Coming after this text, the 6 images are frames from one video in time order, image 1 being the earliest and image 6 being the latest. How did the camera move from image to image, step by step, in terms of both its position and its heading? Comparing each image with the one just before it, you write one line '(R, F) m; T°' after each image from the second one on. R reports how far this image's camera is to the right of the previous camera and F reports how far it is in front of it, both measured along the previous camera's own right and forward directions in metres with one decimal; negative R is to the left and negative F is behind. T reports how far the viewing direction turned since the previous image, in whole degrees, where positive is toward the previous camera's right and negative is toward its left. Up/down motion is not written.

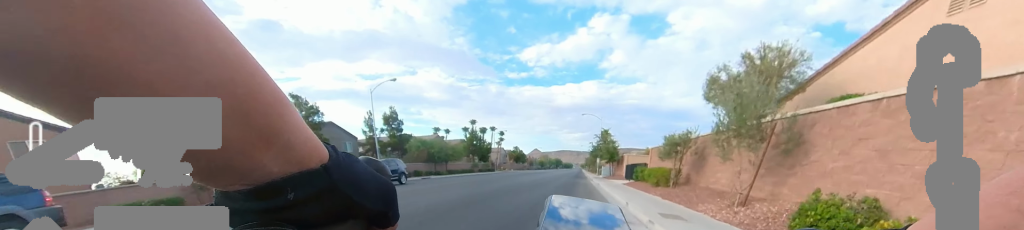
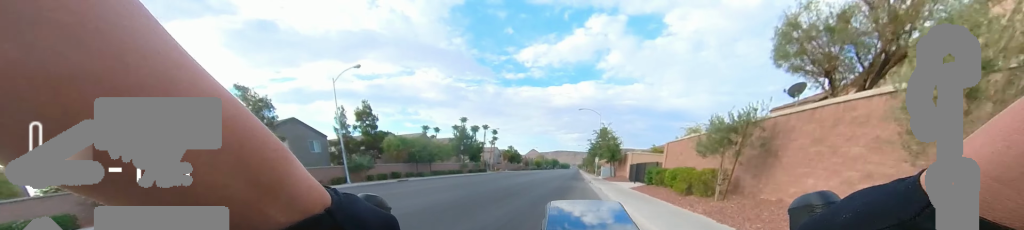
(0.0, +4.7) m; 0°
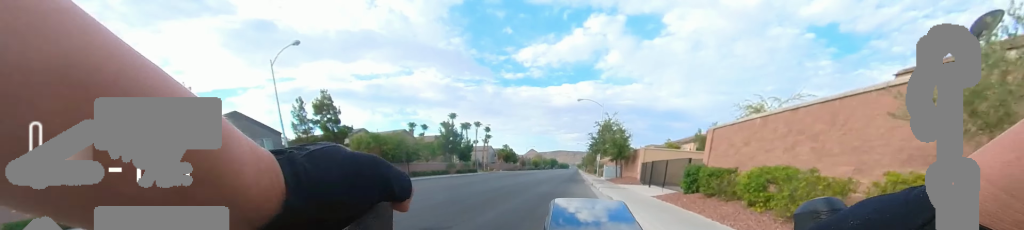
(0.0, +5.7) m; 0°
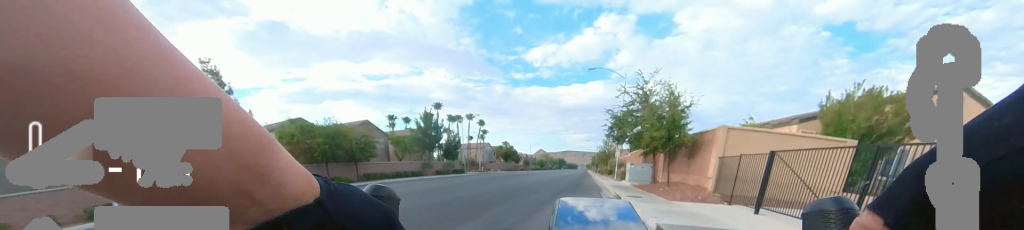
(0.0, +11.0) m; 0°
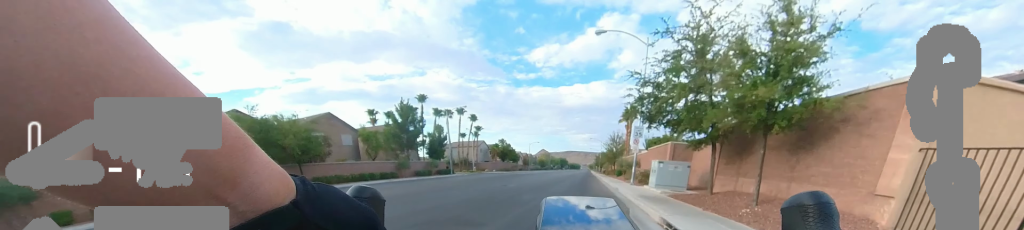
(0.0, +6.6) m; 0°
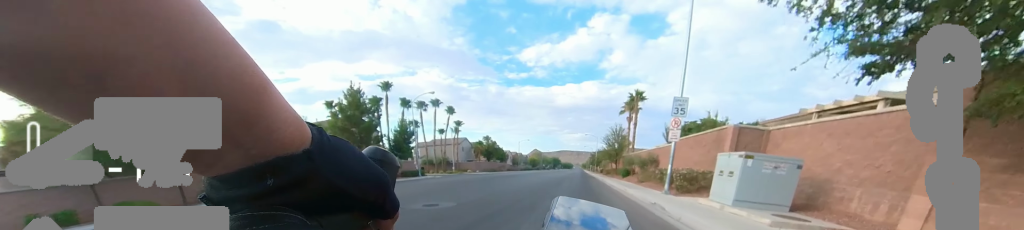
(0.0, +7.7) m; 0°
